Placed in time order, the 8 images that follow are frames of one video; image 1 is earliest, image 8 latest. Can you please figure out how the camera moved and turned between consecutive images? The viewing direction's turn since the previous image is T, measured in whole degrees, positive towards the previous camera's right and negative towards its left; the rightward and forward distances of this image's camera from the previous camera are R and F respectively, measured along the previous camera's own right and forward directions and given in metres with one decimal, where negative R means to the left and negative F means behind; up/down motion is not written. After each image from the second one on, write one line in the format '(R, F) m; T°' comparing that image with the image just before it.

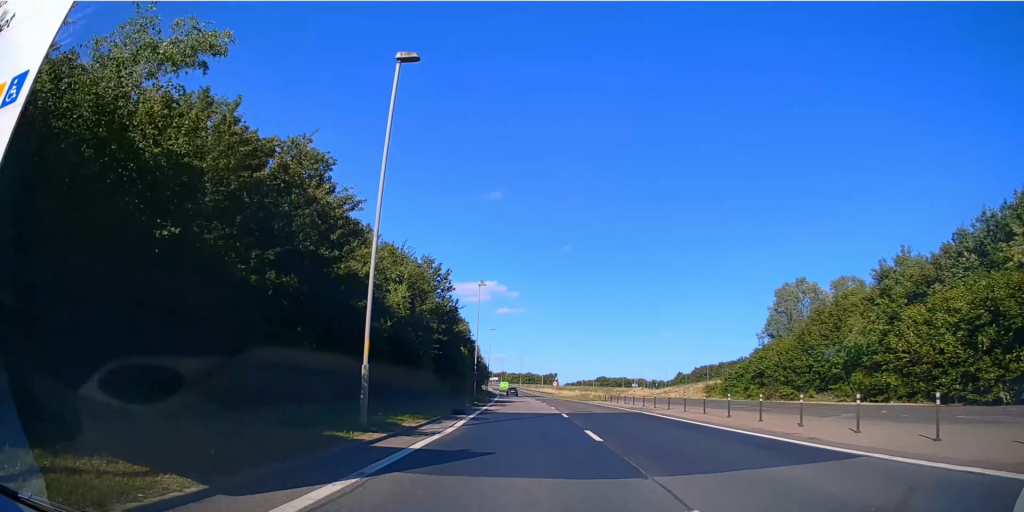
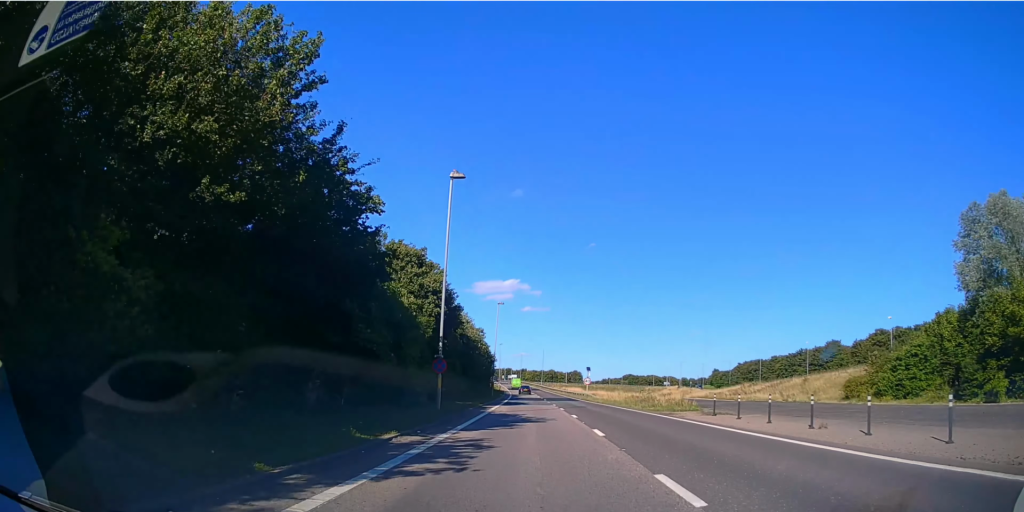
(-1.0, +29.4) m; -3°
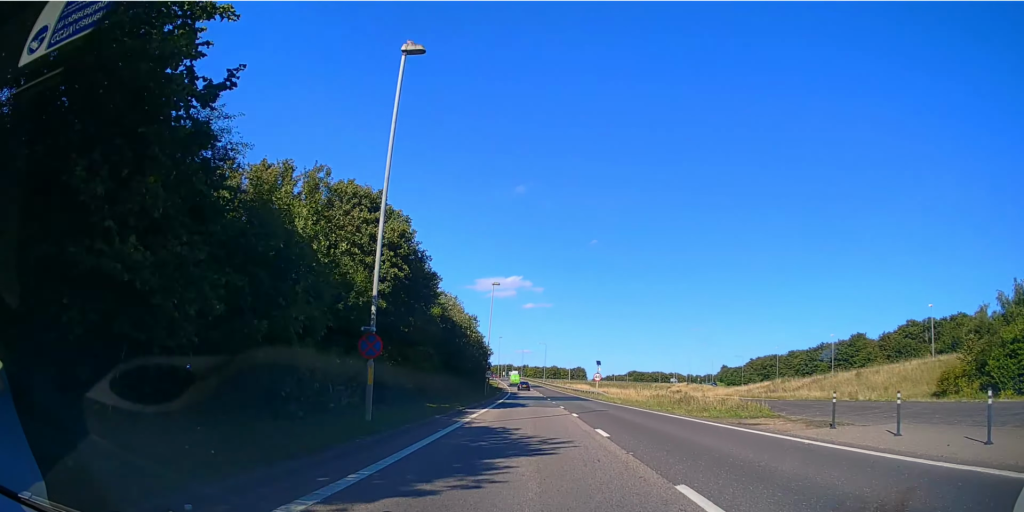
(0.0, +11.5) m; -1°
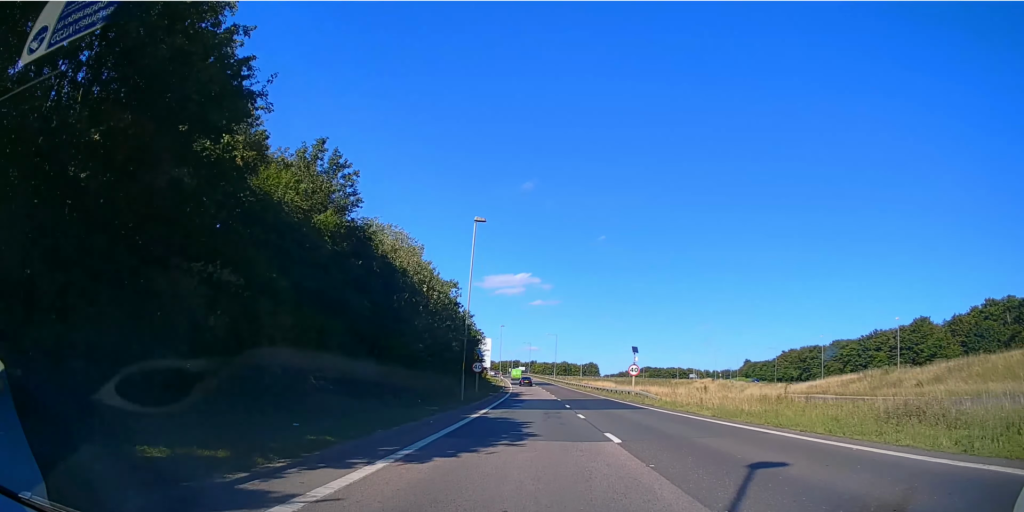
(-0.2, +22.5) m; -1°
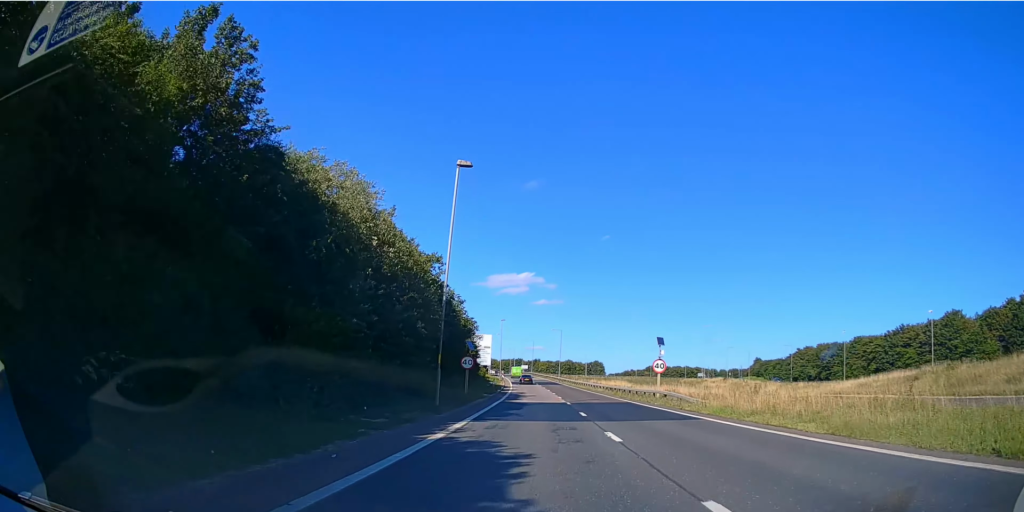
(-0.1, +10.2) m; -1°
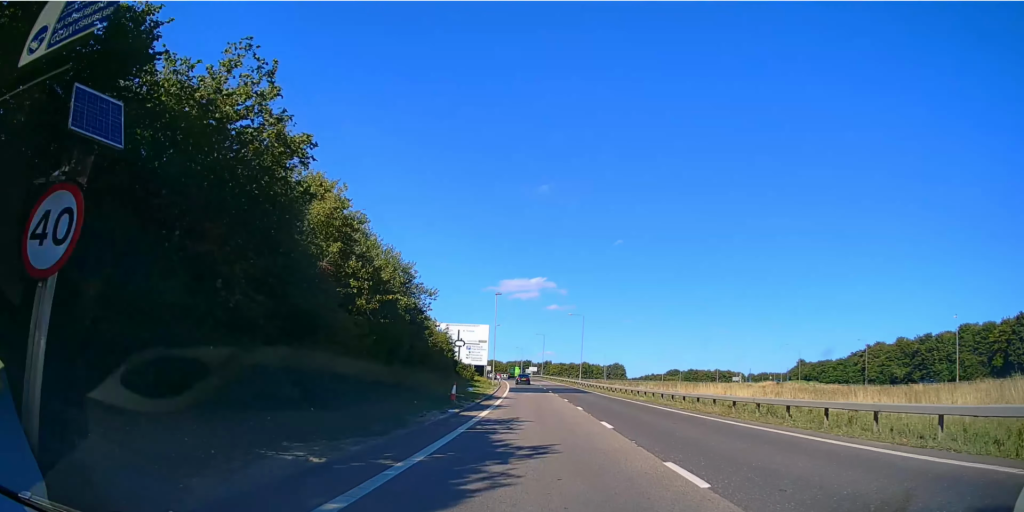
(-0.2, +34.0) m; -1°
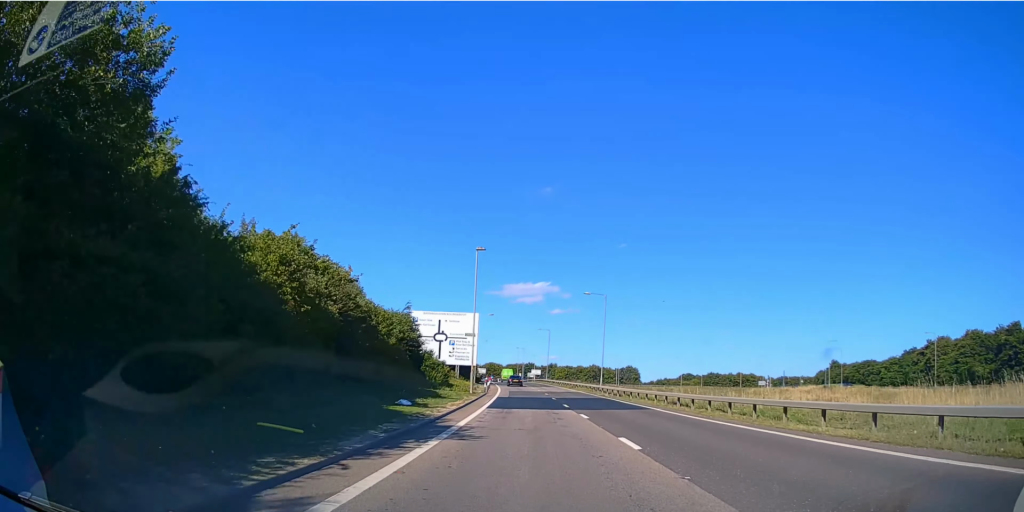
(-0.2, +24.7) m; -1°
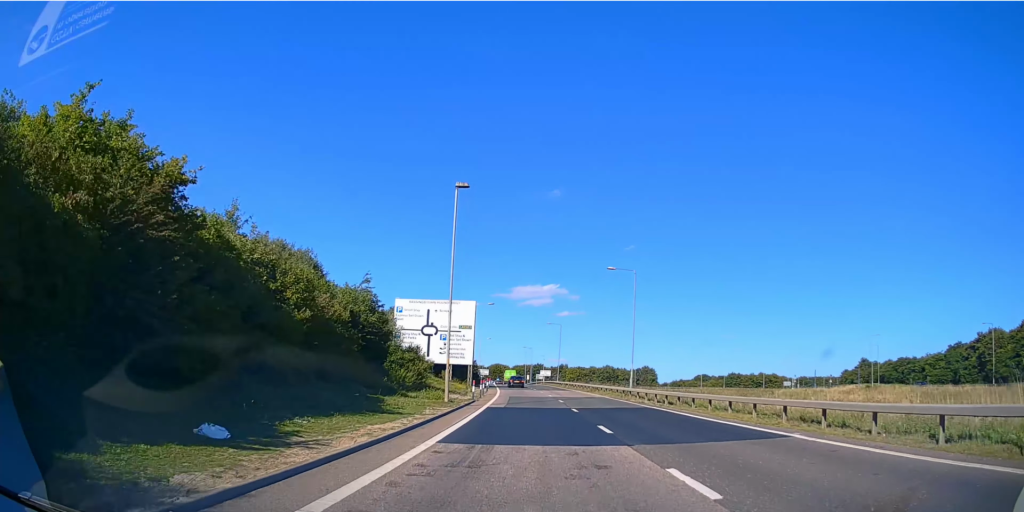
(0.0, +16.0) m; -1°
